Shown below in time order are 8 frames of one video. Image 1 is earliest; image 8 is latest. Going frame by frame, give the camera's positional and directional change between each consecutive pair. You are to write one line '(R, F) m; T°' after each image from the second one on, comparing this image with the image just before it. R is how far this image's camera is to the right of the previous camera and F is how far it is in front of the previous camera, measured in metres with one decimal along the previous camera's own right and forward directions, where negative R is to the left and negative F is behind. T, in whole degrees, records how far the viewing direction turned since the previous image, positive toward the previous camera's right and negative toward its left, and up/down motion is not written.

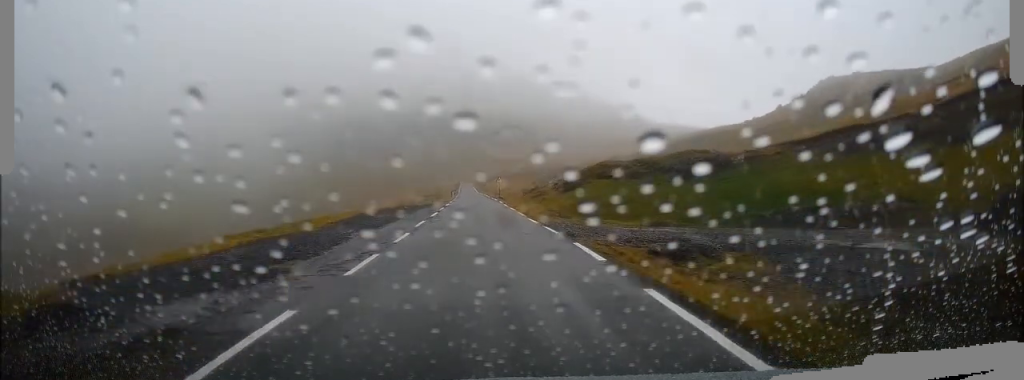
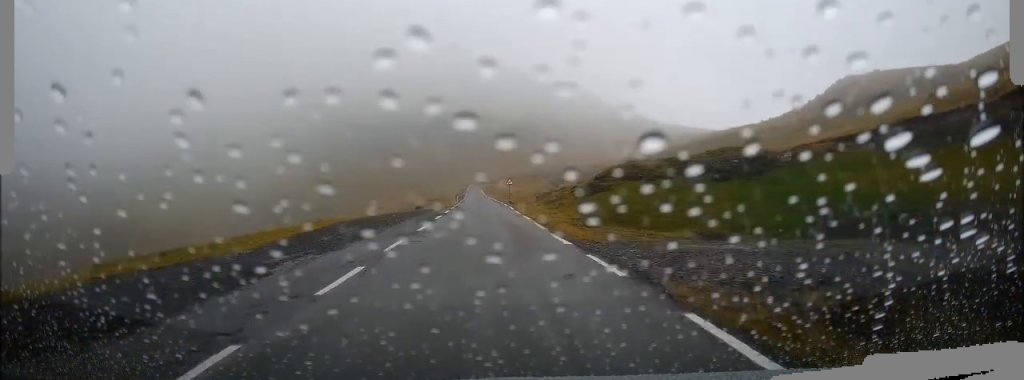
(0.0, +7.3) m; 0°
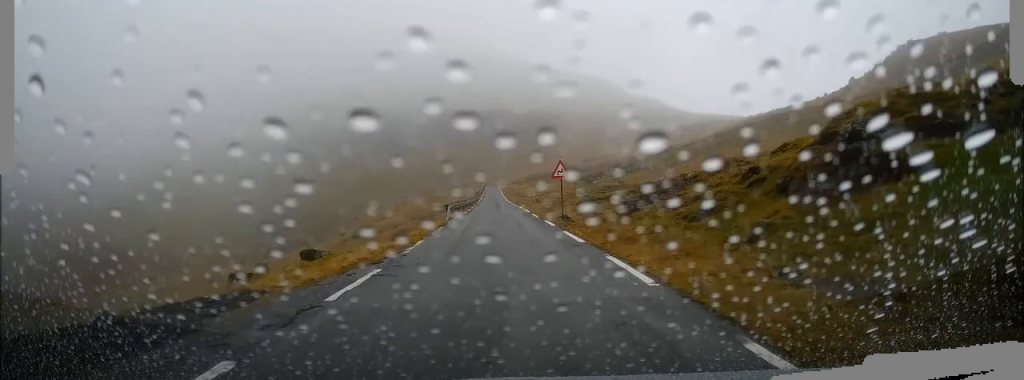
(-0.1, +30.9) m; 0°
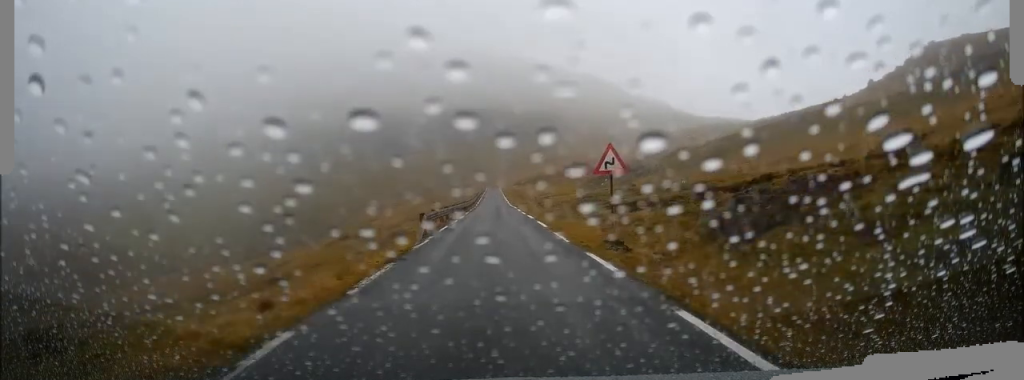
(0.0, +10.4) m; -1°
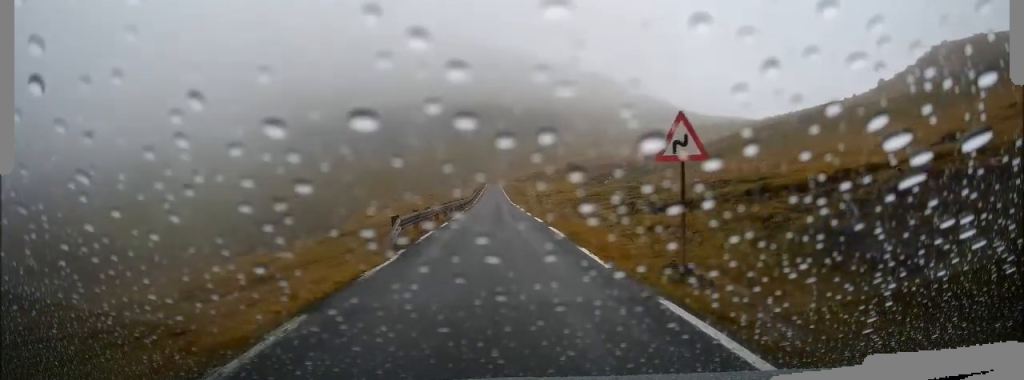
(+0.1, +5.4) m; -1°
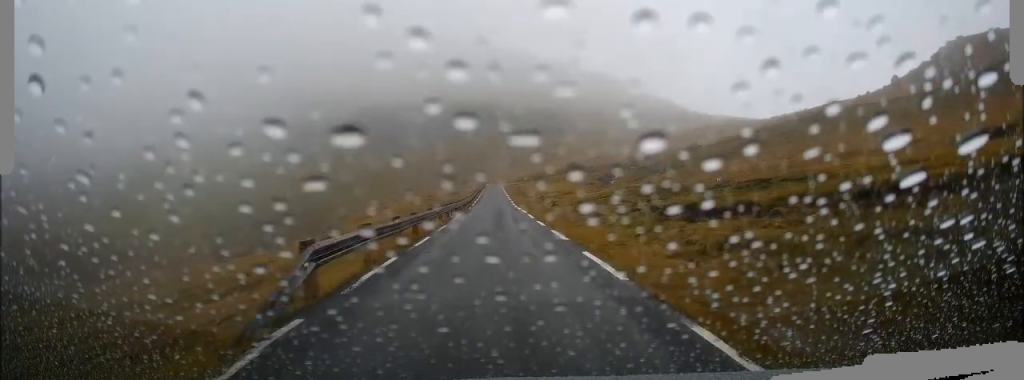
(-0.3, +7.3) m; 0°
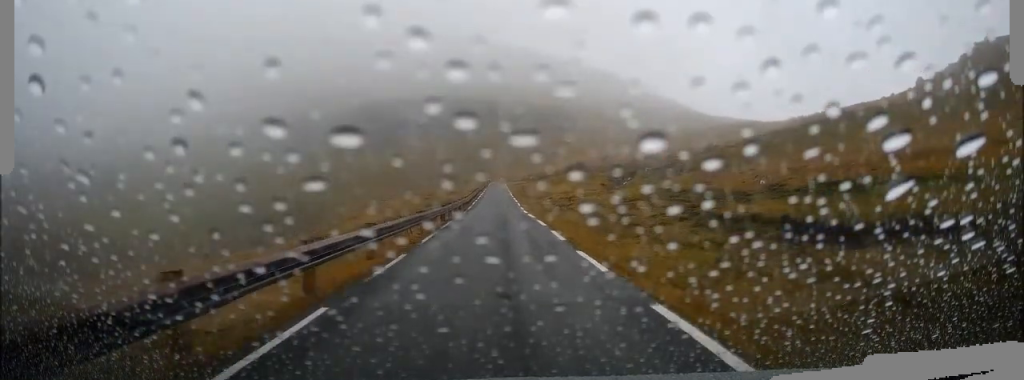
(+0.2, +11.3) m; 0°
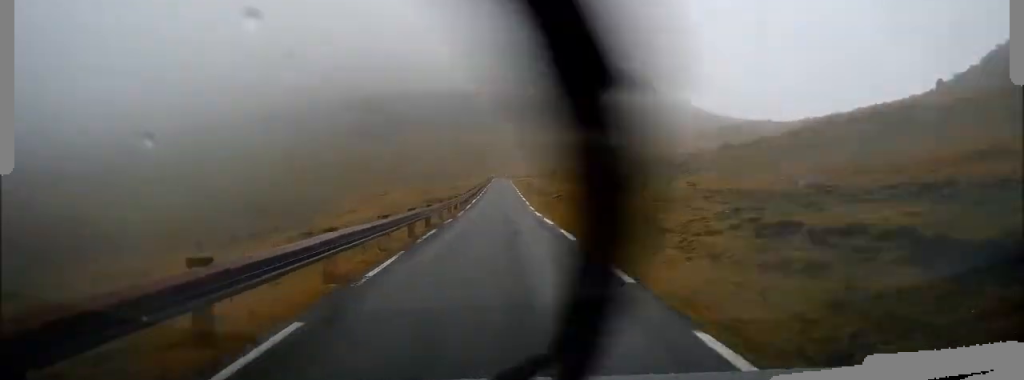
(-0.1, +7.3) m; 0°
